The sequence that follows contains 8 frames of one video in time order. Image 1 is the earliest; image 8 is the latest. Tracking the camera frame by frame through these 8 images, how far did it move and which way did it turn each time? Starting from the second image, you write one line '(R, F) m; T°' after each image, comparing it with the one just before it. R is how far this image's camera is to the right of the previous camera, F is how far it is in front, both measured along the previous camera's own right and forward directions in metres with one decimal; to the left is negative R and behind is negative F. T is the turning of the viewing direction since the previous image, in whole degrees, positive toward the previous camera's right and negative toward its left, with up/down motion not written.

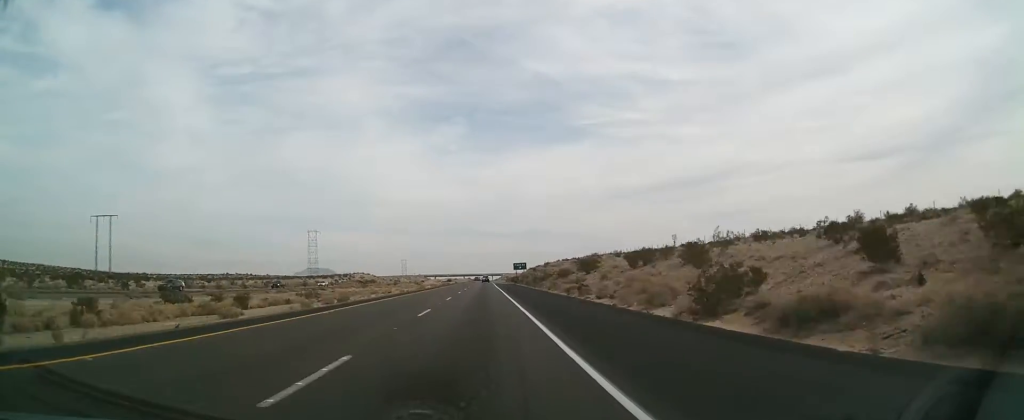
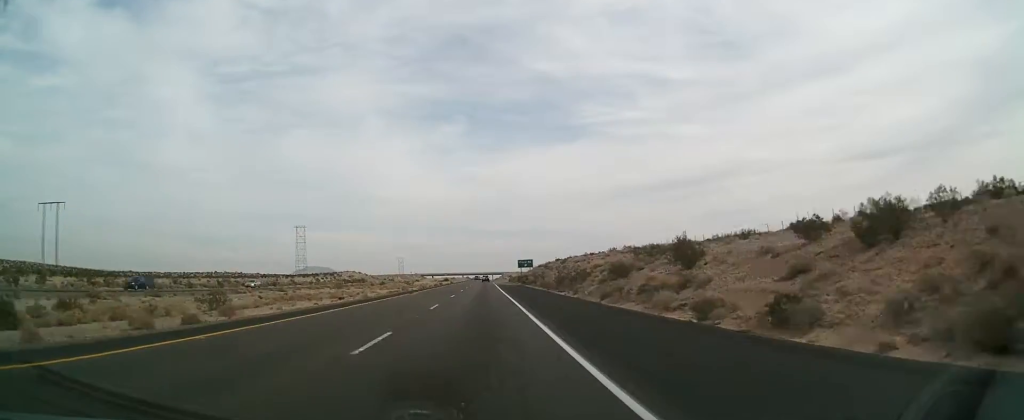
(-0.1, +25.3) m; 0°
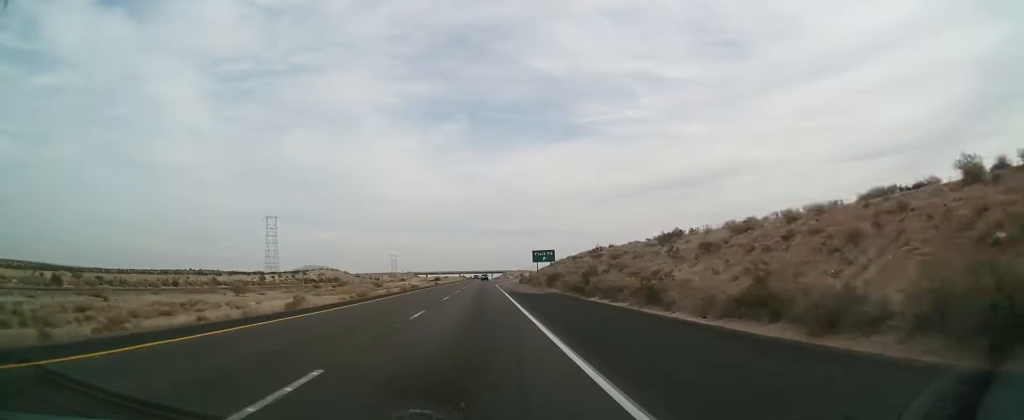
(+0.3, +50.4) m; +1°
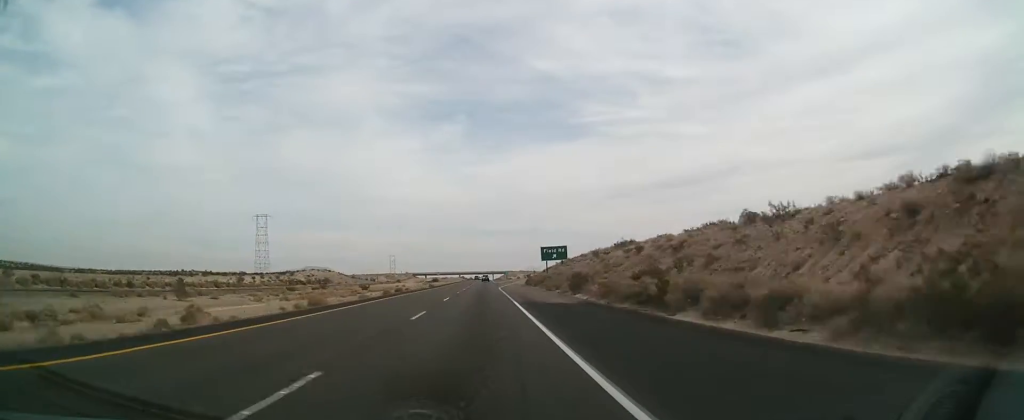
(0.0, +14.8) m; 0°
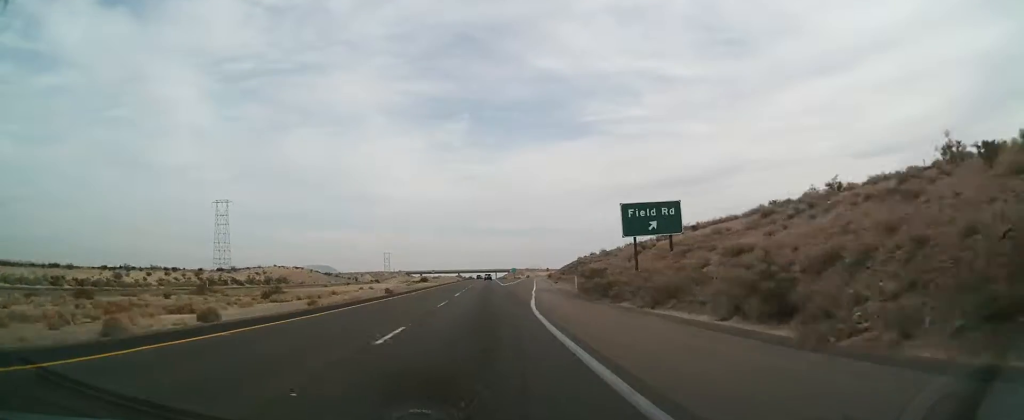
(0.0, +51.1) m; 0°
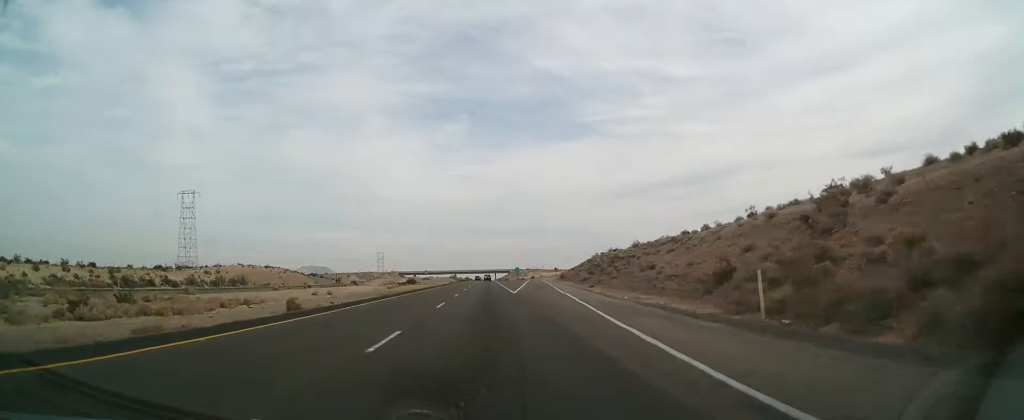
(0.0, +30.6) m; 0°
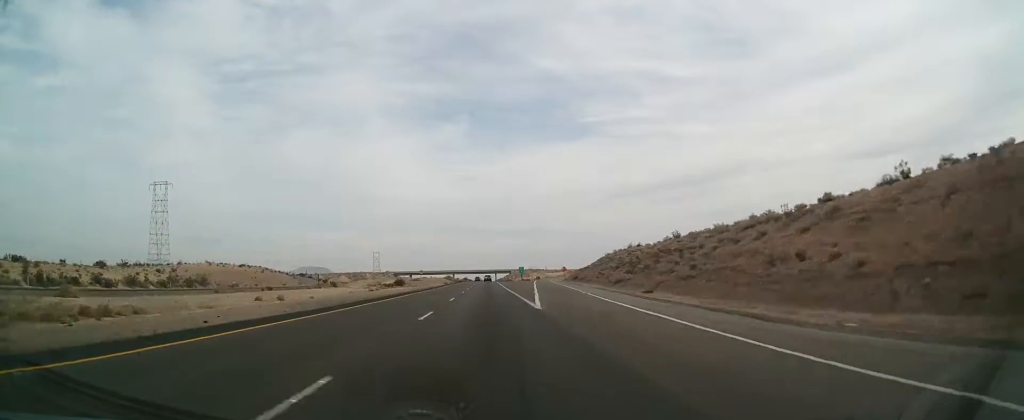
(0.0, +21.6) m; 0°
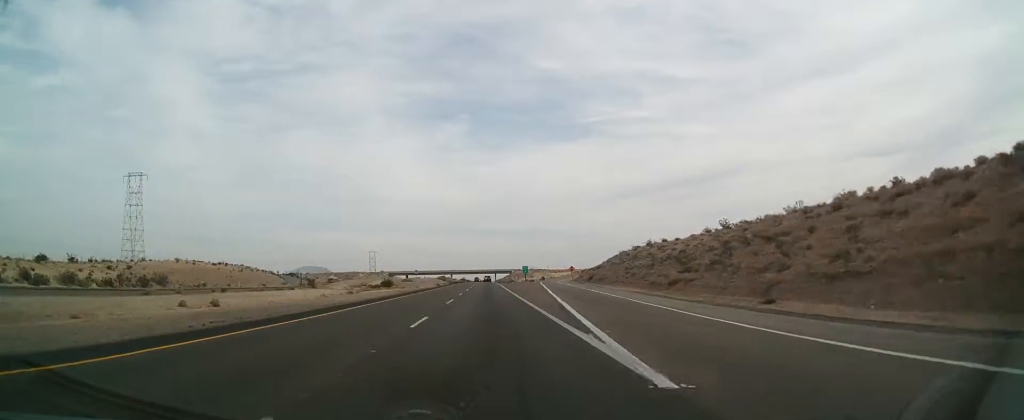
(+0.2, +17.0) m; 0°
